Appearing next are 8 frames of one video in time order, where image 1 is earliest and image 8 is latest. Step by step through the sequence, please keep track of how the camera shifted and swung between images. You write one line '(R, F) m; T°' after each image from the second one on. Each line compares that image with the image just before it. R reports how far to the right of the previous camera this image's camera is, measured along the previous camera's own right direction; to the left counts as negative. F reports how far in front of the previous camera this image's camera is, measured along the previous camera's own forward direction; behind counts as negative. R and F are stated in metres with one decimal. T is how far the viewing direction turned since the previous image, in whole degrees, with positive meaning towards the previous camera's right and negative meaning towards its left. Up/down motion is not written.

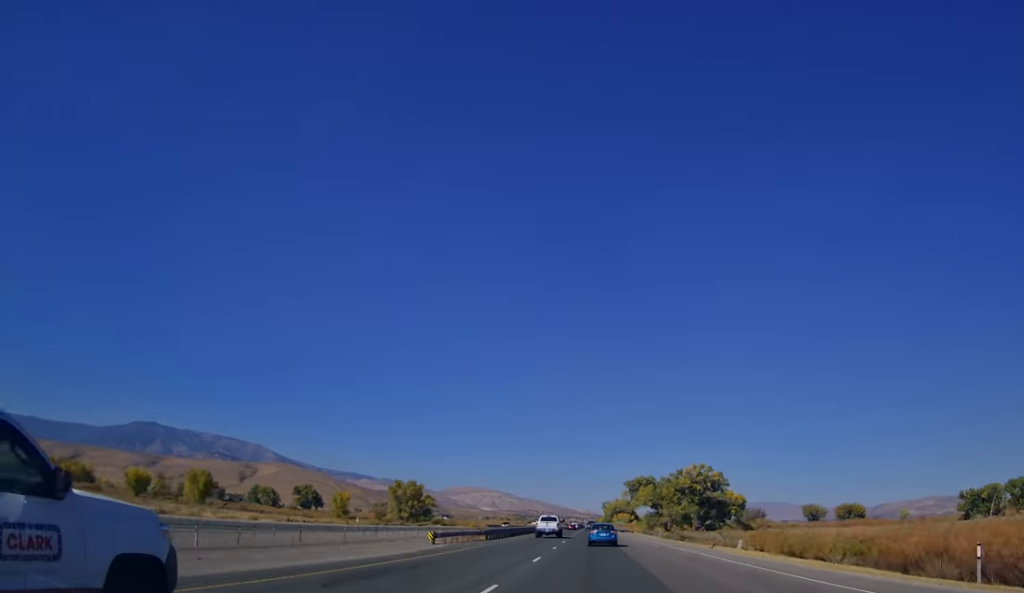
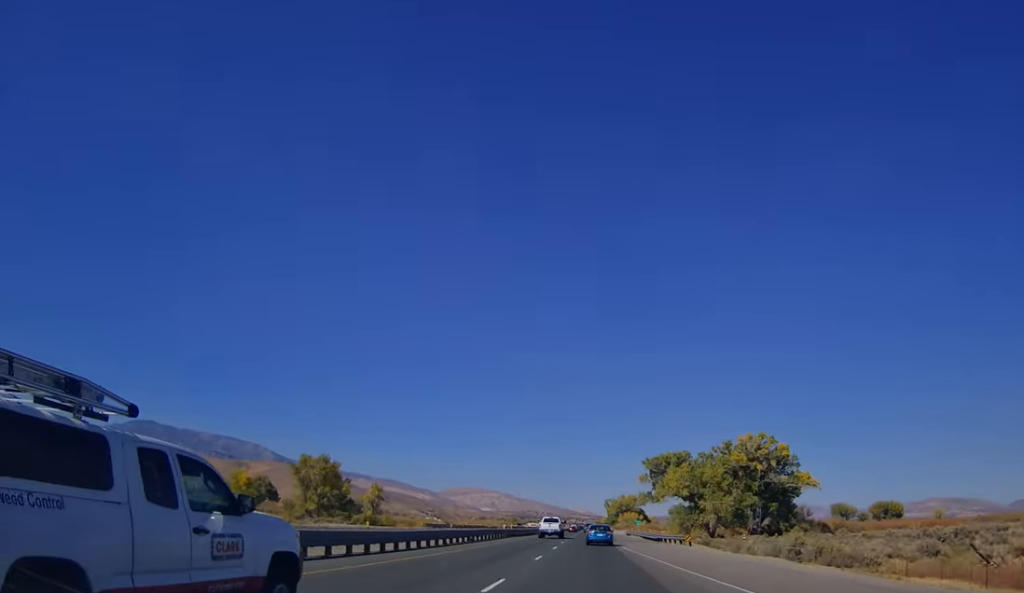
(0.0, +71.2) m; 0°
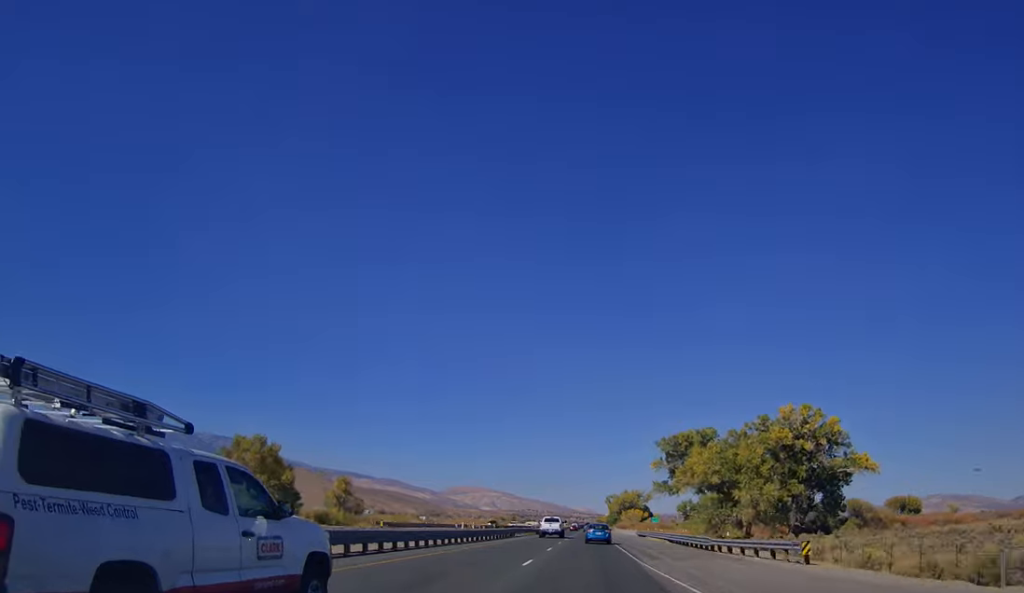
(-0.1, +28.5) m; 0°
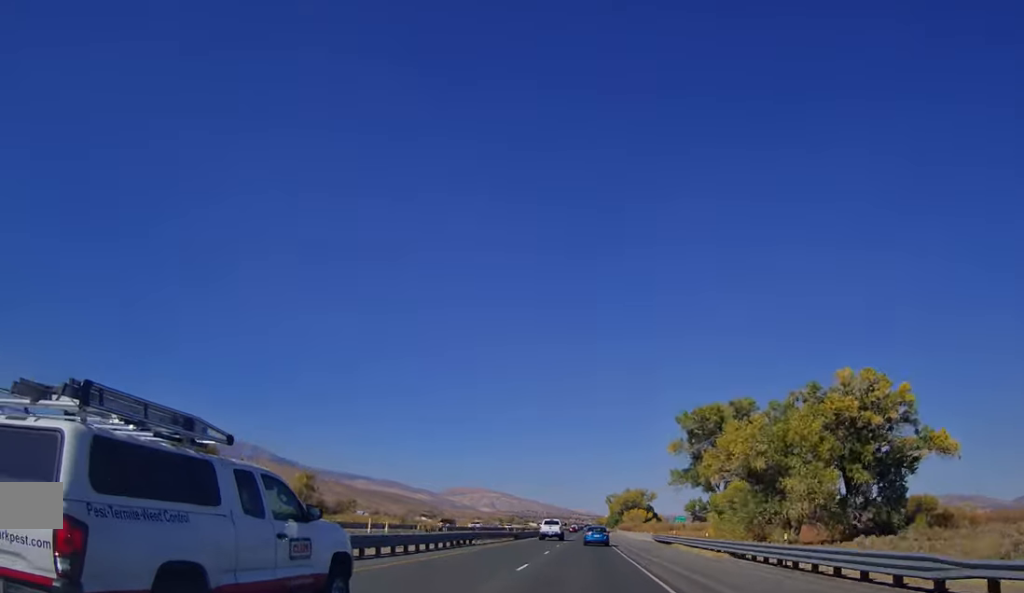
(-0.2, +24.8) m; 0°
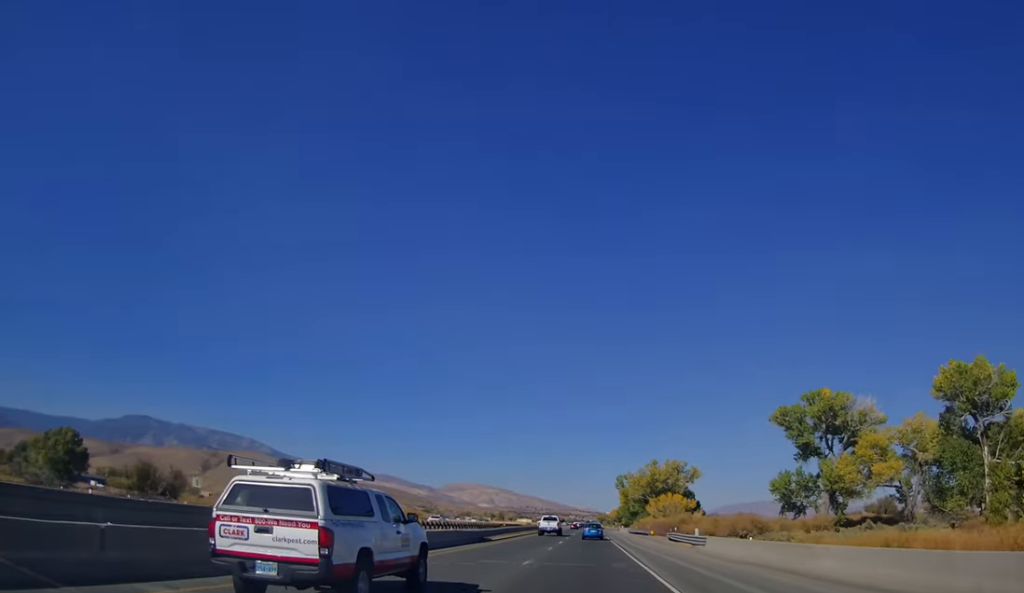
(+0.6, +120.8) m; 0°
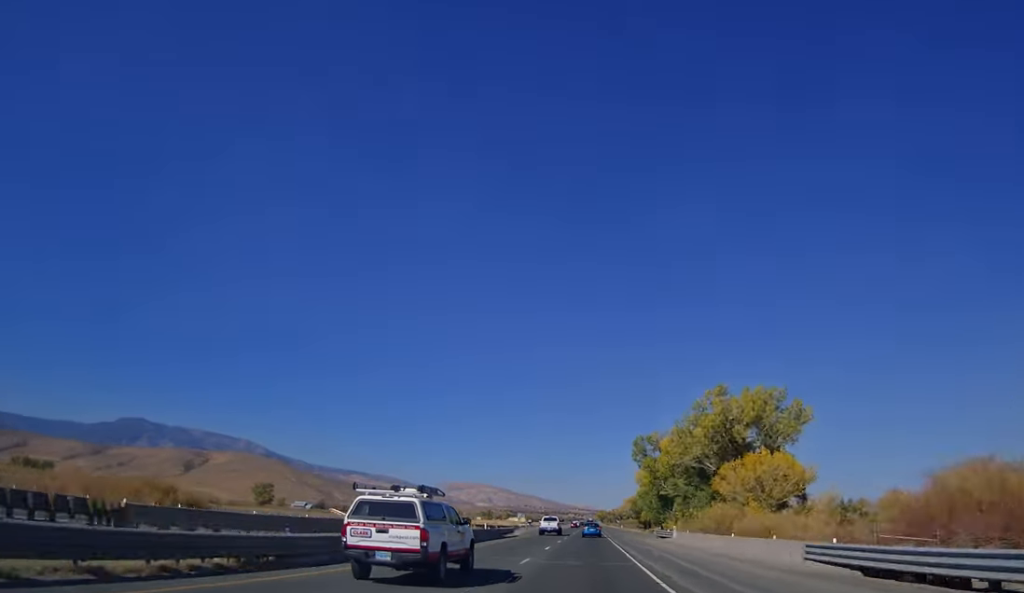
(0.0, +98.1) m; 0°
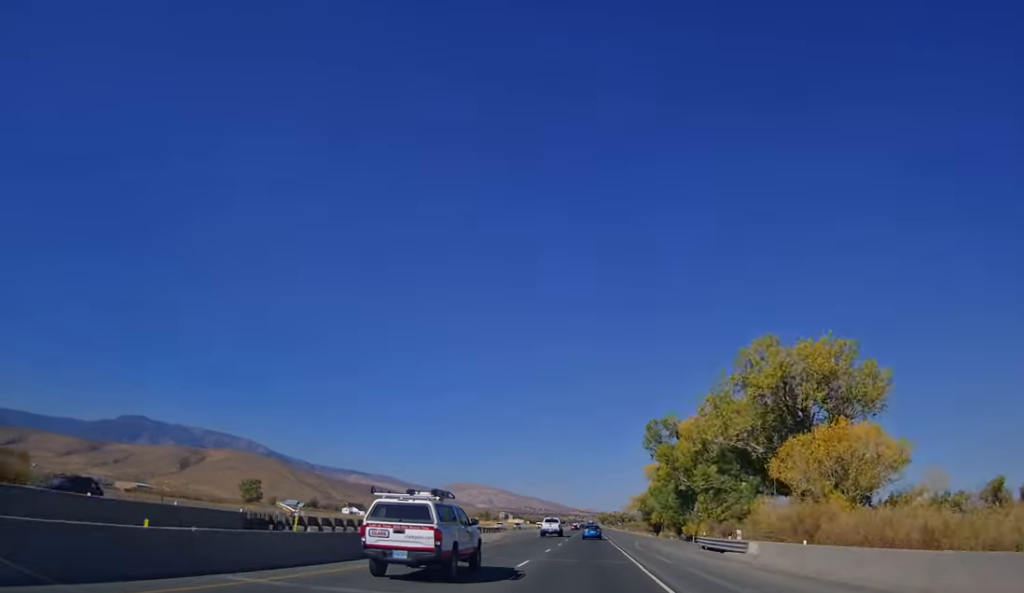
(0.0, +25.1) m; 0°
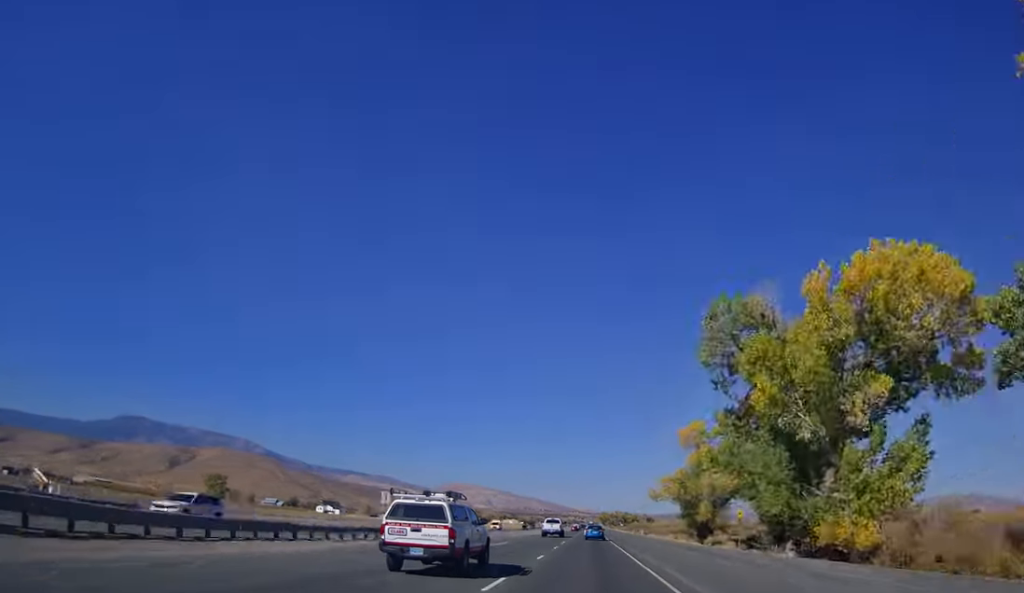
(0.0, +56.4) m; 0°
